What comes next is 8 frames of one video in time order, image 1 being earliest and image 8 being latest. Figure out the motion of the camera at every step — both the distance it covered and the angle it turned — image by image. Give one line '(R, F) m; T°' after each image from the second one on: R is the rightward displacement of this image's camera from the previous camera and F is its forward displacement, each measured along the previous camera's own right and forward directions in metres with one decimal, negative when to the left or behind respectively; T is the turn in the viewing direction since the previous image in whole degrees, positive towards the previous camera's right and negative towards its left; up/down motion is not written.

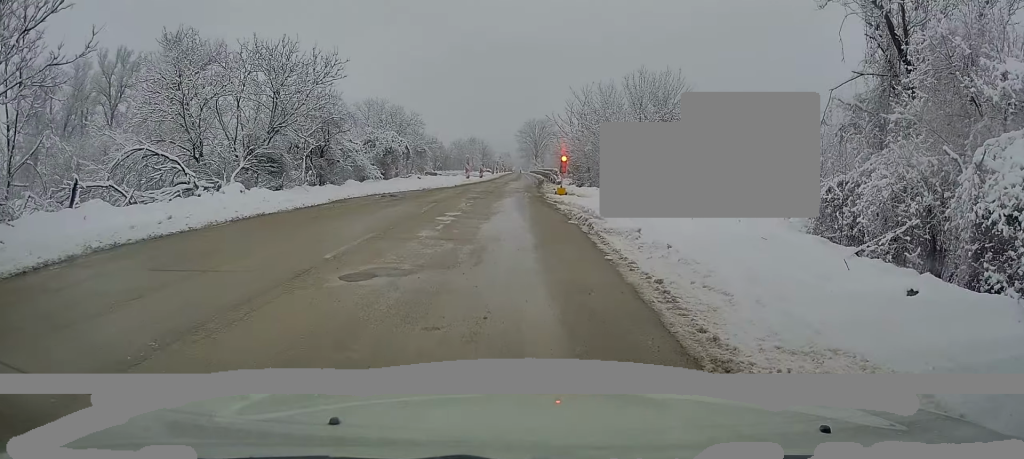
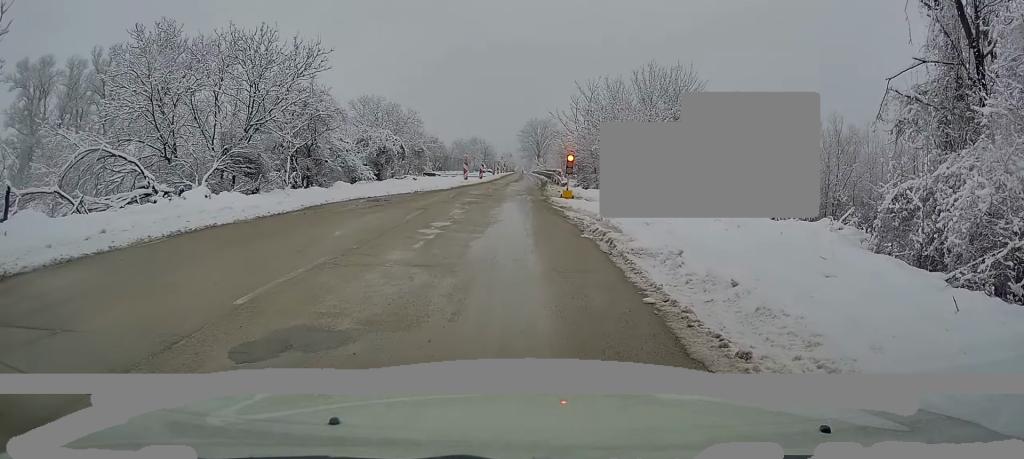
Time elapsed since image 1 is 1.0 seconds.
(+0.1, +3.4) m; -1°
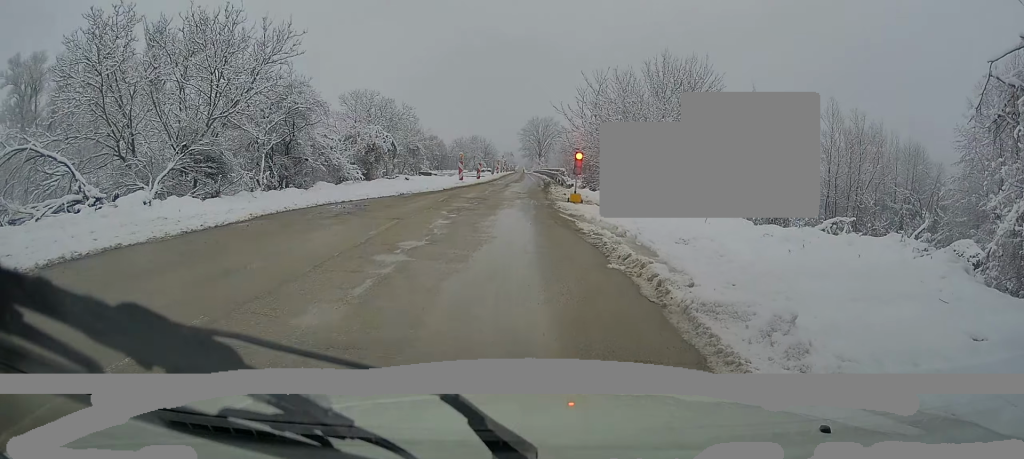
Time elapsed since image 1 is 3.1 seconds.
(-0.7, +4.8) m; -8°
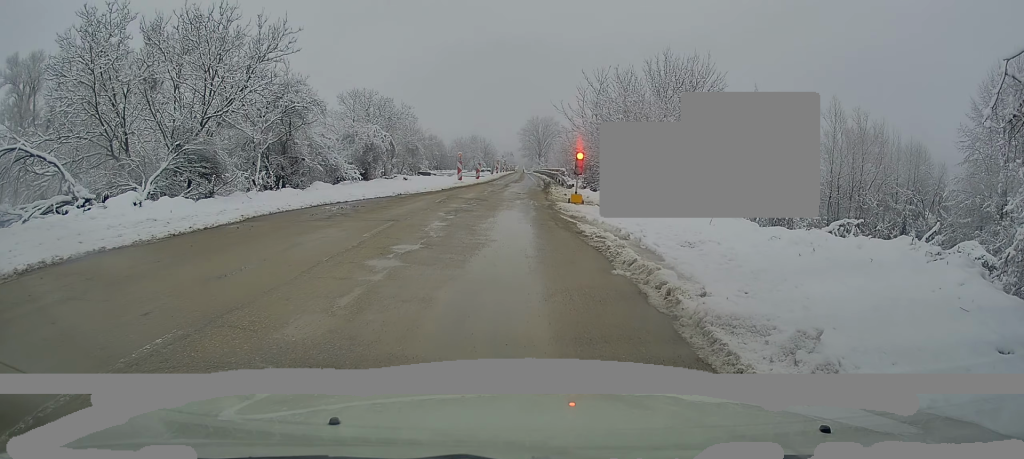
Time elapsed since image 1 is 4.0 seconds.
(+0.2, +1.1) m; 0°
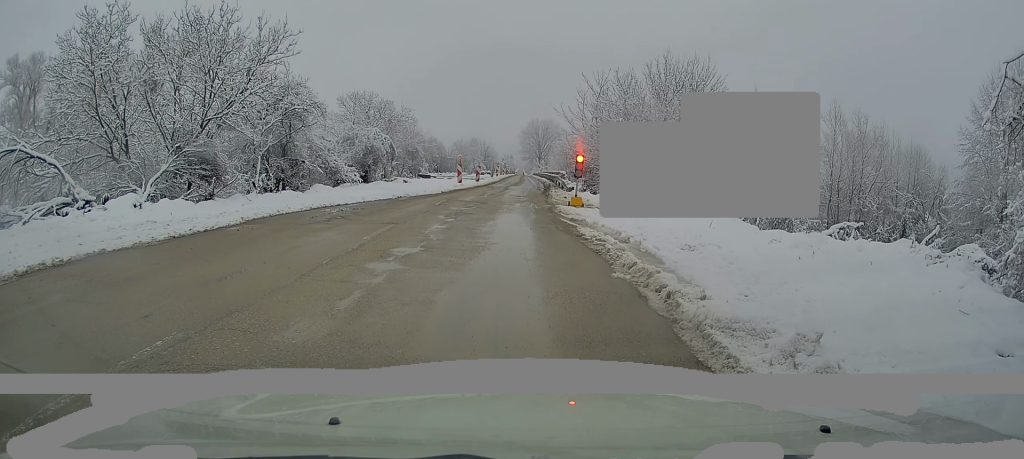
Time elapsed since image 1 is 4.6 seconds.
(0.0, +0.1) m; 0°
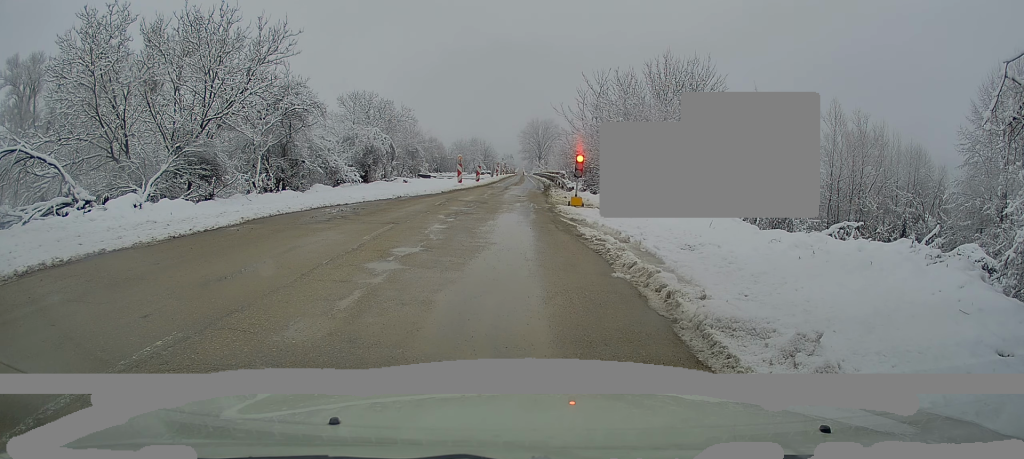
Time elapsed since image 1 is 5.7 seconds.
(0.0, -0.2) m; 0°
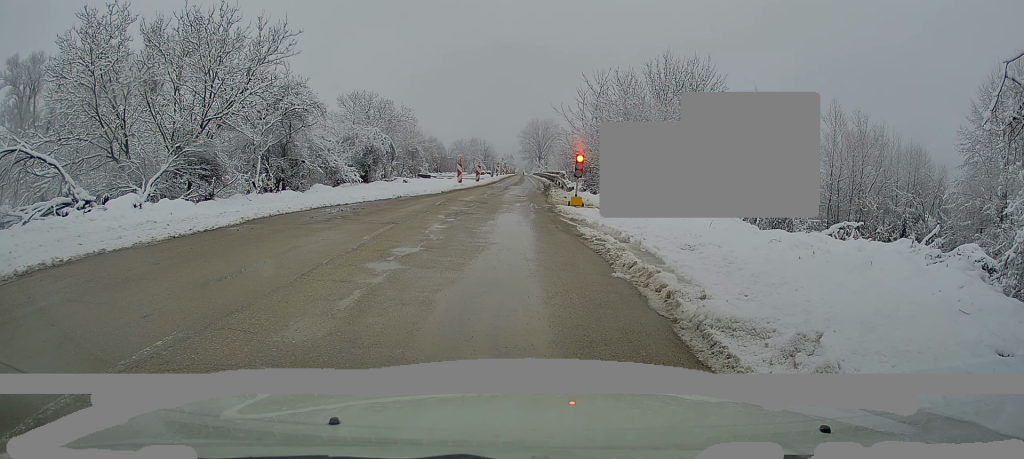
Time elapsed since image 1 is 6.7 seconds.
(0.0, 0.0) m; 0°
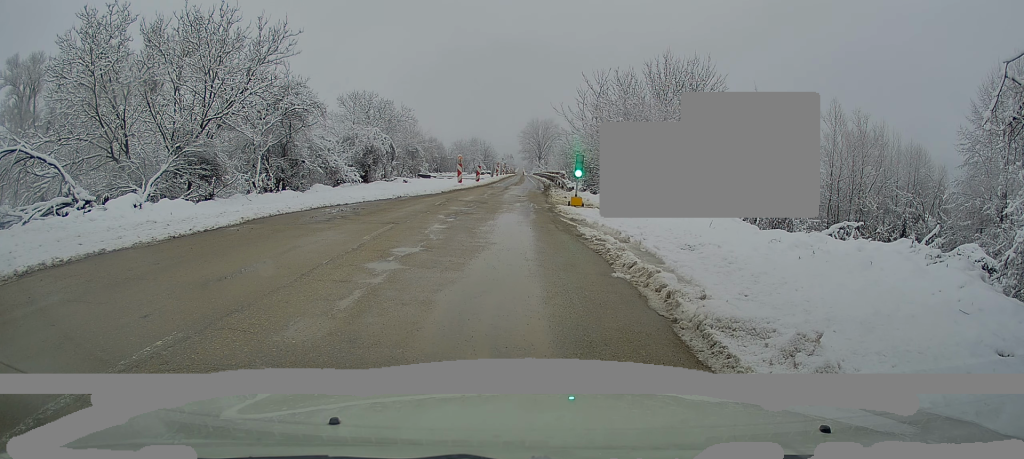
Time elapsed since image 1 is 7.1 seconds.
(0.0, 0.0) m; 0°
